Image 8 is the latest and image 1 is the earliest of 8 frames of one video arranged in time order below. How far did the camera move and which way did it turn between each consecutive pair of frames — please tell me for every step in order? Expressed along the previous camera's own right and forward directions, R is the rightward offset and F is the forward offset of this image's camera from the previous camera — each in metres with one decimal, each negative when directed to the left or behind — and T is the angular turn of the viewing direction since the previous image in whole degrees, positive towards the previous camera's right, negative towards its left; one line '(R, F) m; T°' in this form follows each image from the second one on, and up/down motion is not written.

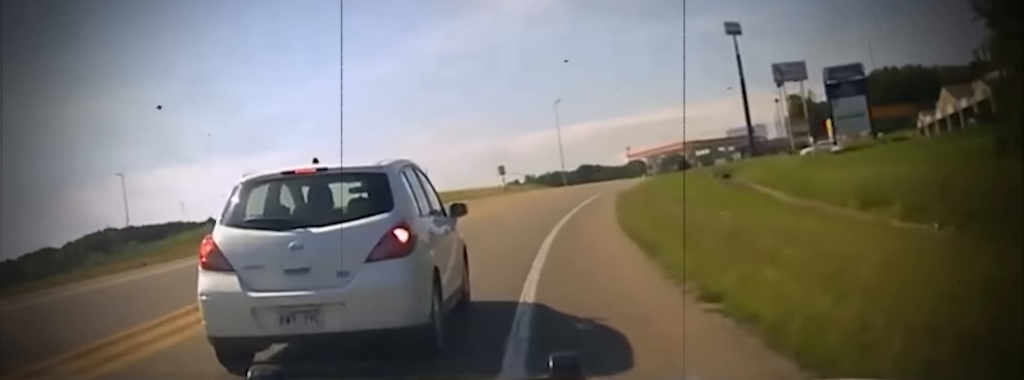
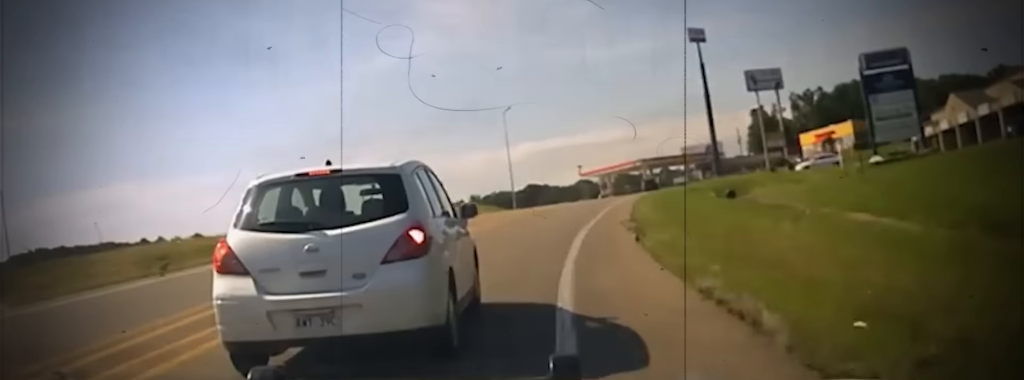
(-0.2, +16.7) m; +2°
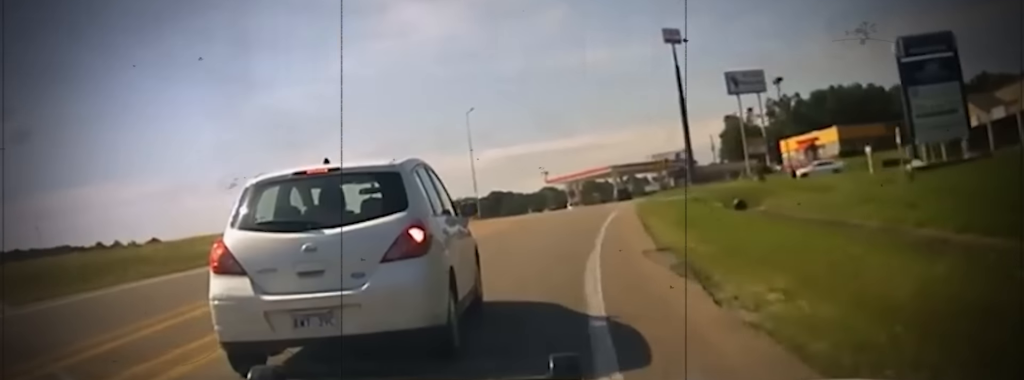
(+0.4, +10.4) m; +2°
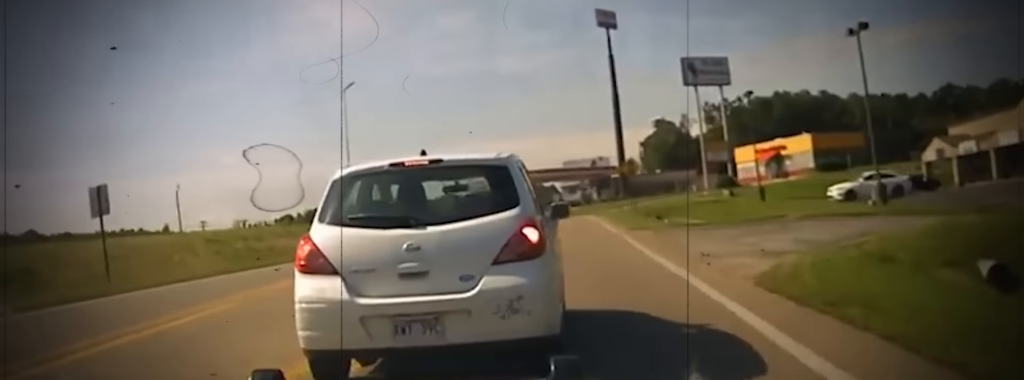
(+1.6, +25.8) m; +6°
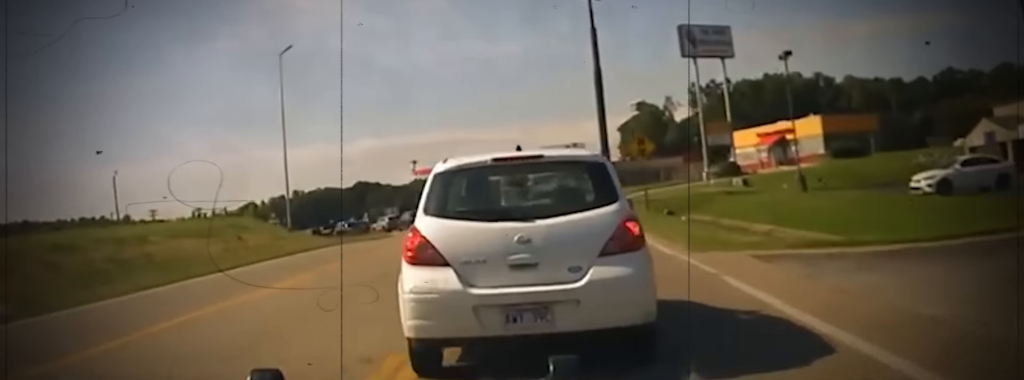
(+0.3, +11.4) m; +2°
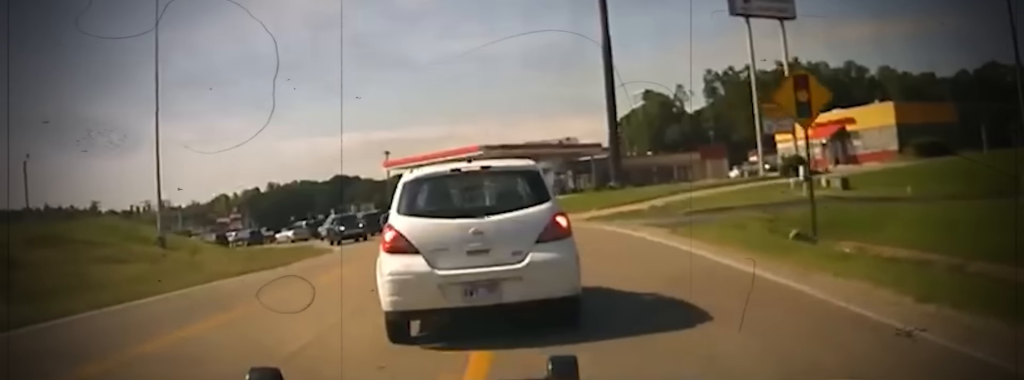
(+0.1, +17.2) m; -1°
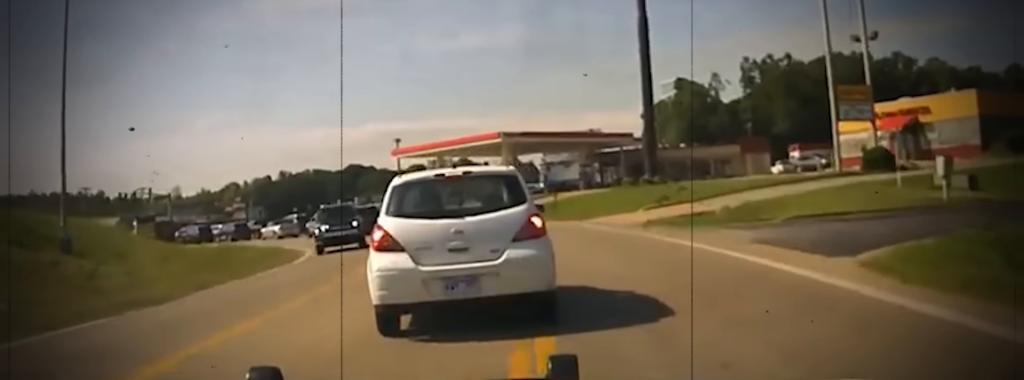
(-0.2, +9.0) m; -3°
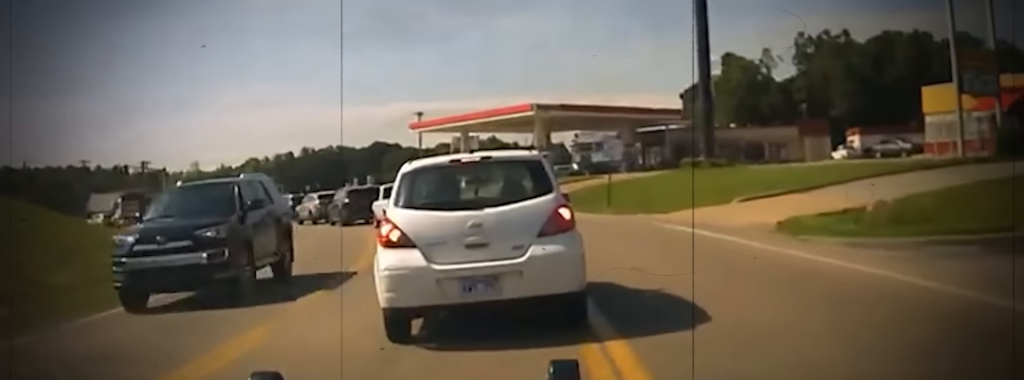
(-0.3, +10.0) m; -2°
